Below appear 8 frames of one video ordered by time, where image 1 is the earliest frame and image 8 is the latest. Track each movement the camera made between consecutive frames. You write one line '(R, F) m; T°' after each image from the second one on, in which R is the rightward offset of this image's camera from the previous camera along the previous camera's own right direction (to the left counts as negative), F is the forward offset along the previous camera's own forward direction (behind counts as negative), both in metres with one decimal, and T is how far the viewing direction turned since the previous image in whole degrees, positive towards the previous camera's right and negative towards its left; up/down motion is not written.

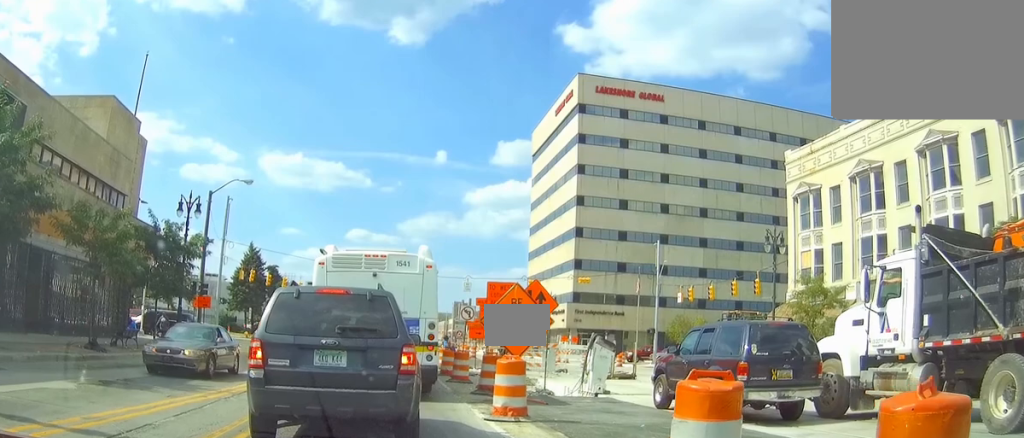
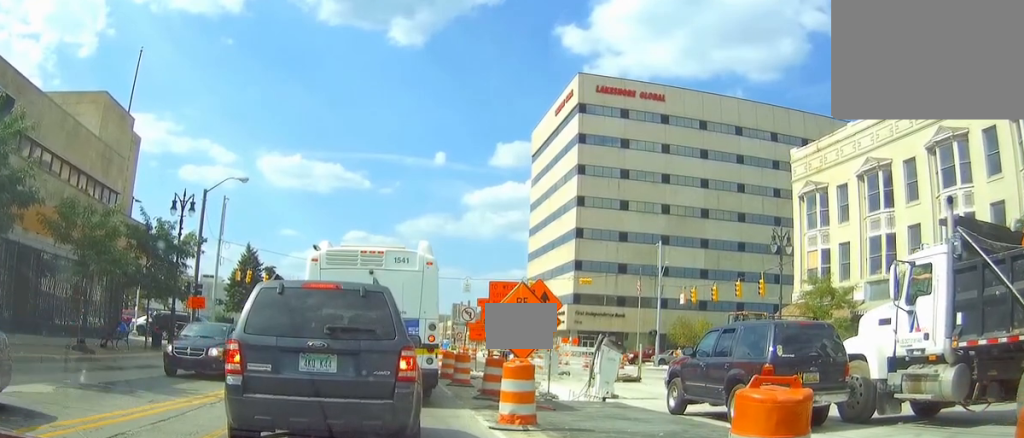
(-0.4, 0.0) m; 0°
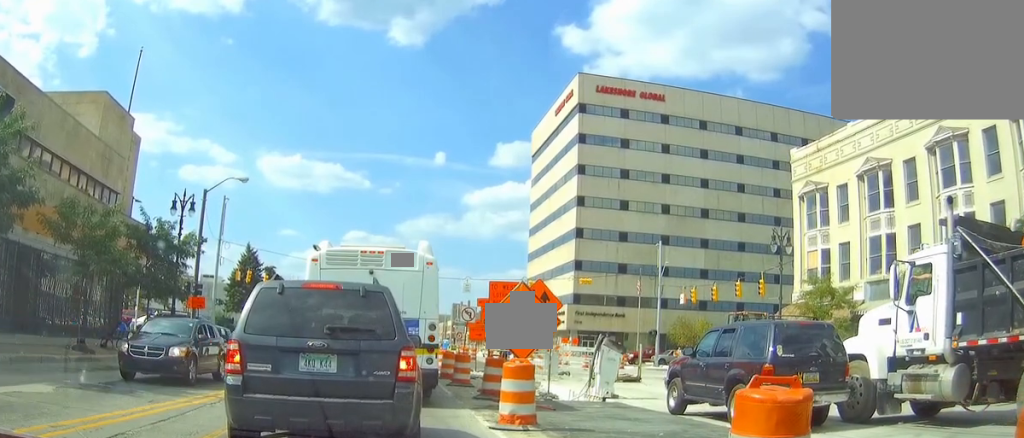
(+0.1, 0.0) m; 0°
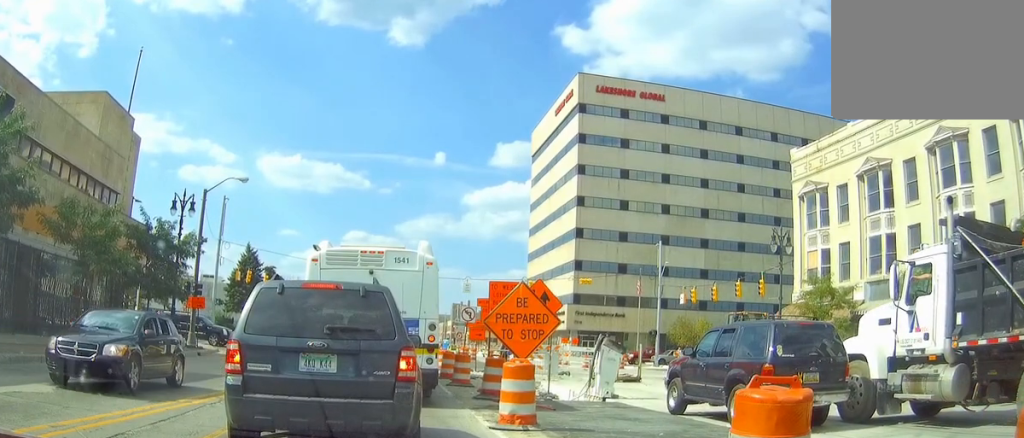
(+0.1, 0.0) m; 0°
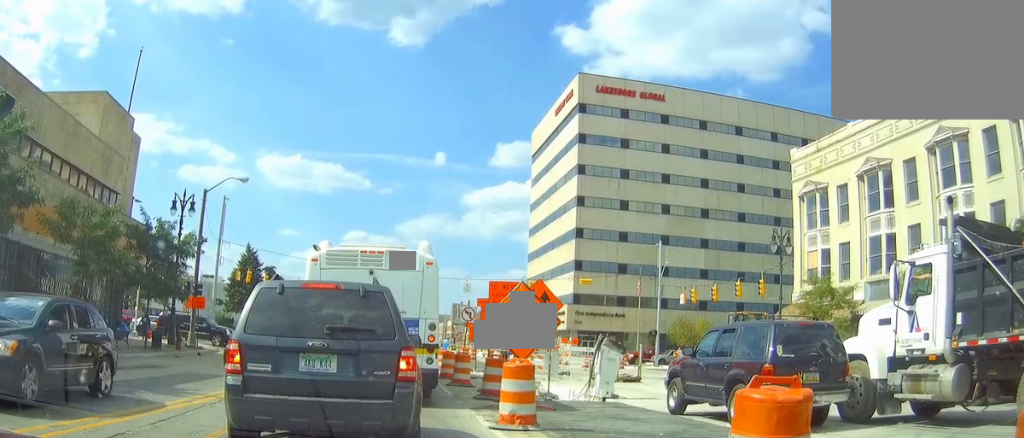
(0.0, 0.0) m; 0°
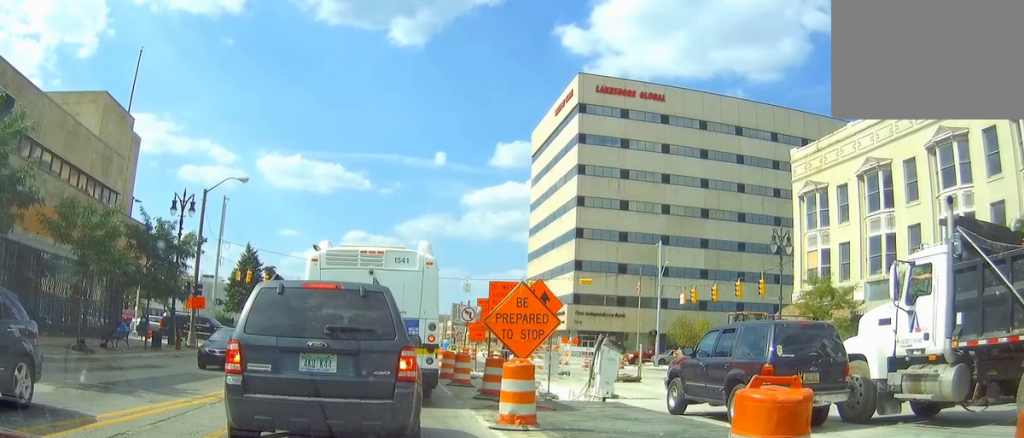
(0.0, 0.0) m; 0°
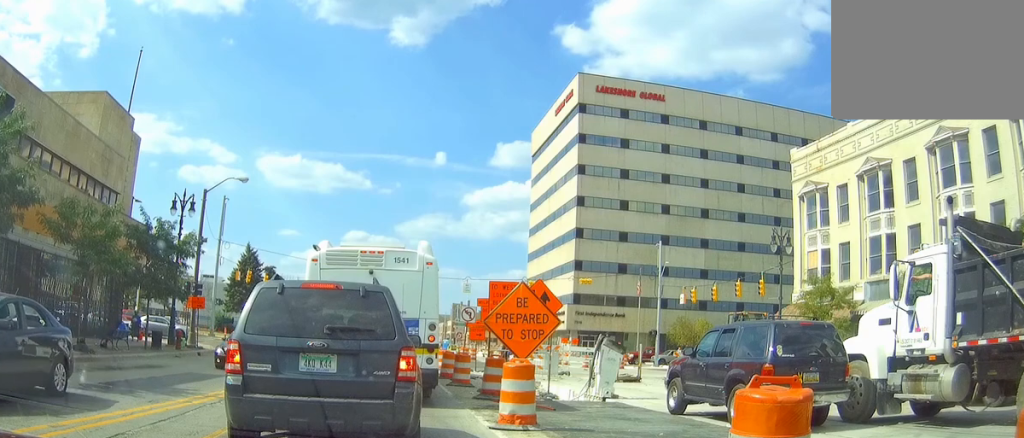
(0.0, 0.0) m; 0°
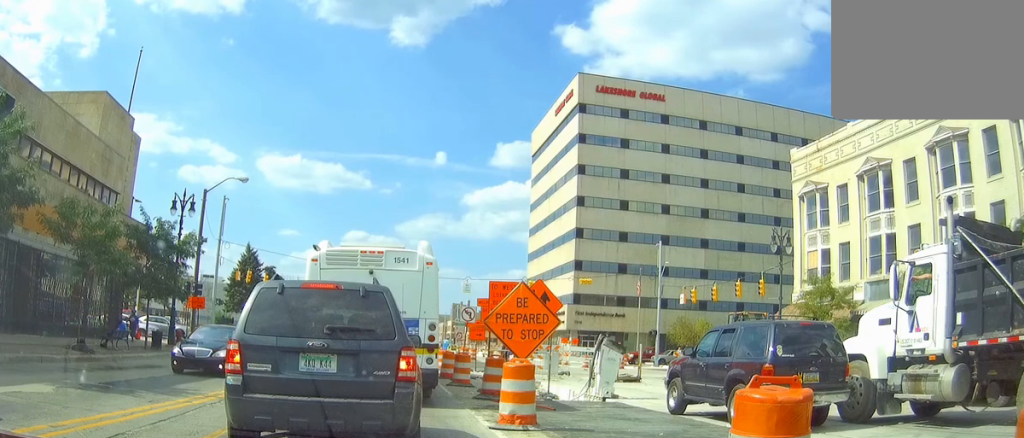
(0.0, 0.0) m; 0°
